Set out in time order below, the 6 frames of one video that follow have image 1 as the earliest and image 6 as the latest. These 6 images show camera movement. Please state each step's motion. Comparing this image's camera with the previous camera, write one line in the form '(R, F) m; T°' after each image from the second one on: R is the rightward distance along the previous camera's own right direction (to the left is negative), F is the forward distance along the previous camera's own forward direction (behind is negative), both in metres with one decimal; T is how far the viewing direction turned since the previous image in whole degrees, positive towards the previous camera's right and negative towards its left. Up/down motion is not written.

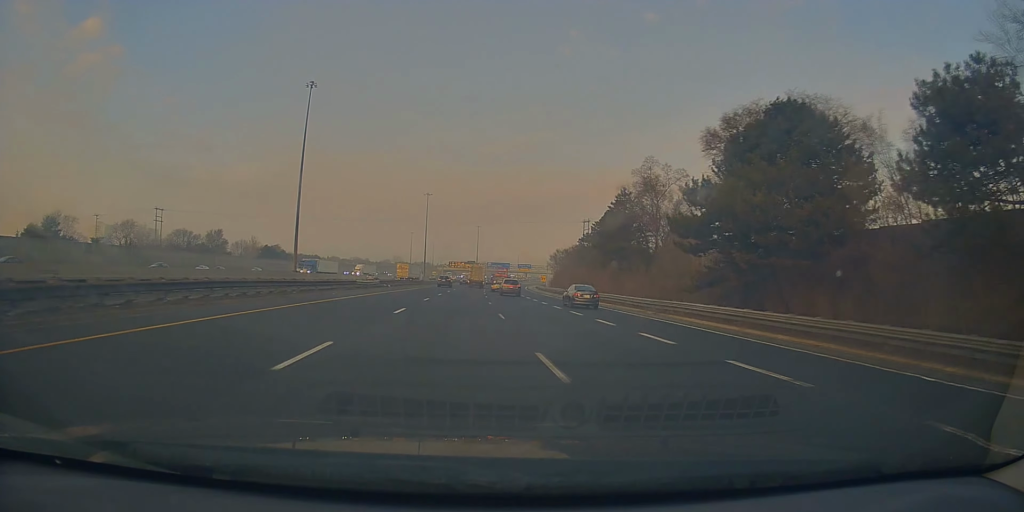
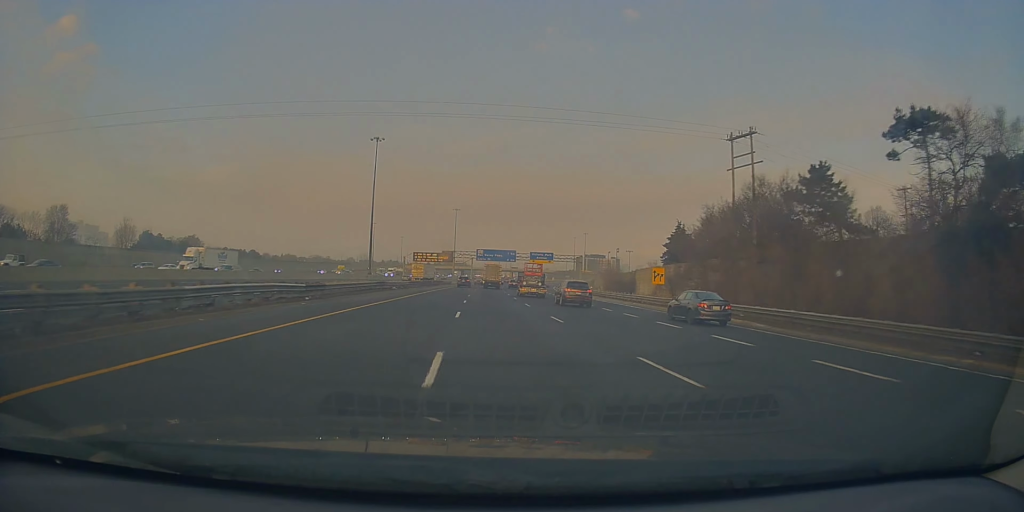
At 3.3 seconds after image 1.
(+1.2, +97.5) m; +2°
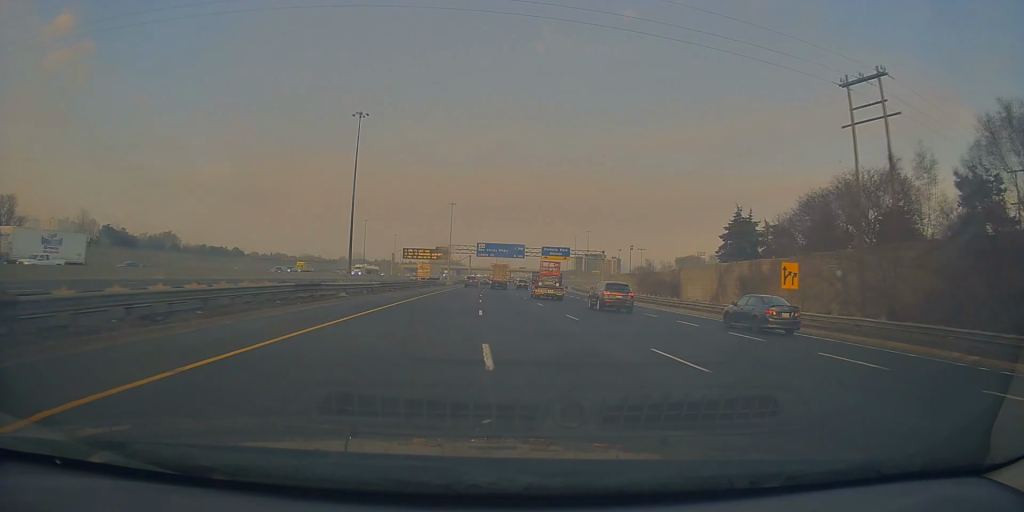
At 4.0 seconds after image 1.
(+0.3, +22.7) m; +1°
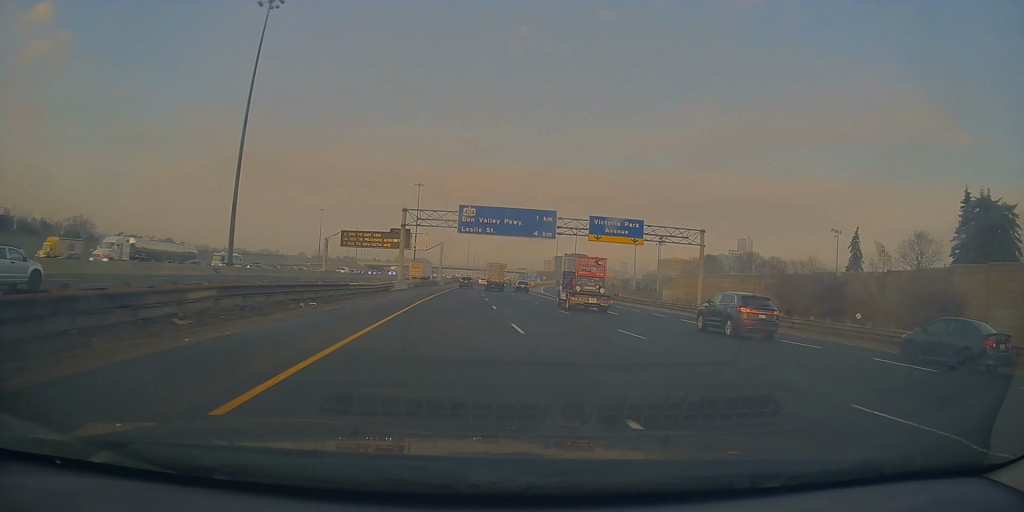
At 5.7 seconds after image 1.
(+0.9, +54.4) m; +3°
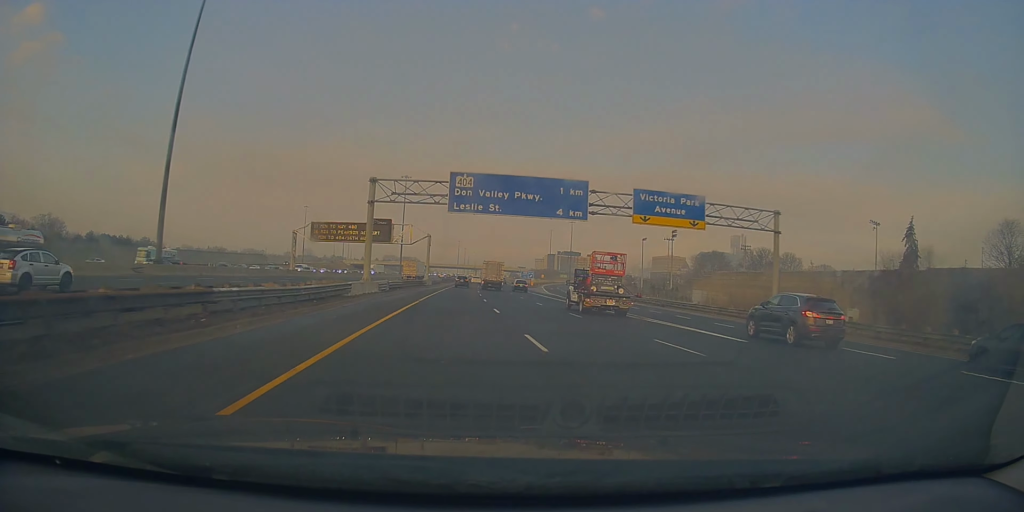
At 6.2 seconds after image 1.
(+0.2, +16.0) m; +1°
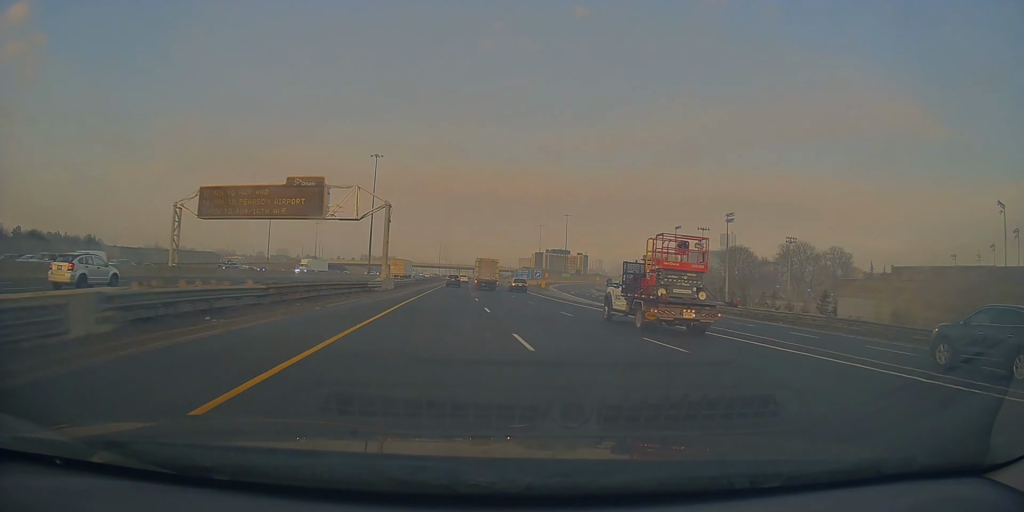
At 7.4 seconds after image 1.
(+0.5, +36.5) m; +2°
